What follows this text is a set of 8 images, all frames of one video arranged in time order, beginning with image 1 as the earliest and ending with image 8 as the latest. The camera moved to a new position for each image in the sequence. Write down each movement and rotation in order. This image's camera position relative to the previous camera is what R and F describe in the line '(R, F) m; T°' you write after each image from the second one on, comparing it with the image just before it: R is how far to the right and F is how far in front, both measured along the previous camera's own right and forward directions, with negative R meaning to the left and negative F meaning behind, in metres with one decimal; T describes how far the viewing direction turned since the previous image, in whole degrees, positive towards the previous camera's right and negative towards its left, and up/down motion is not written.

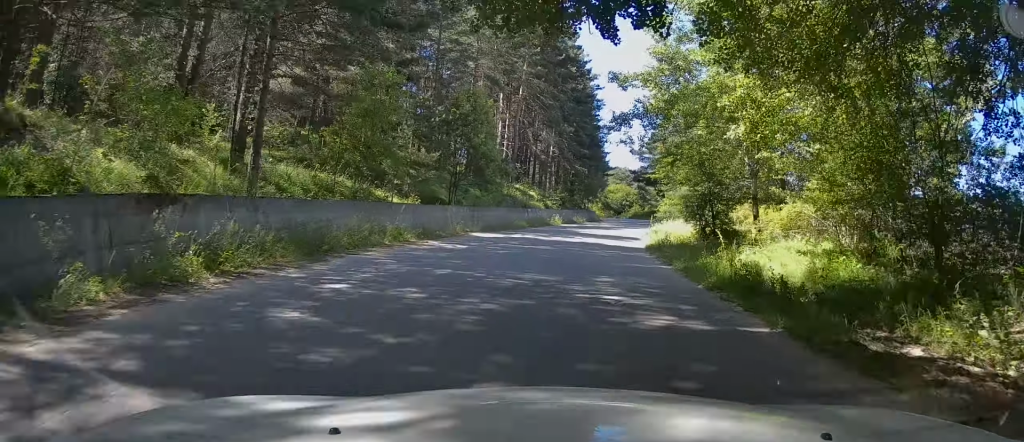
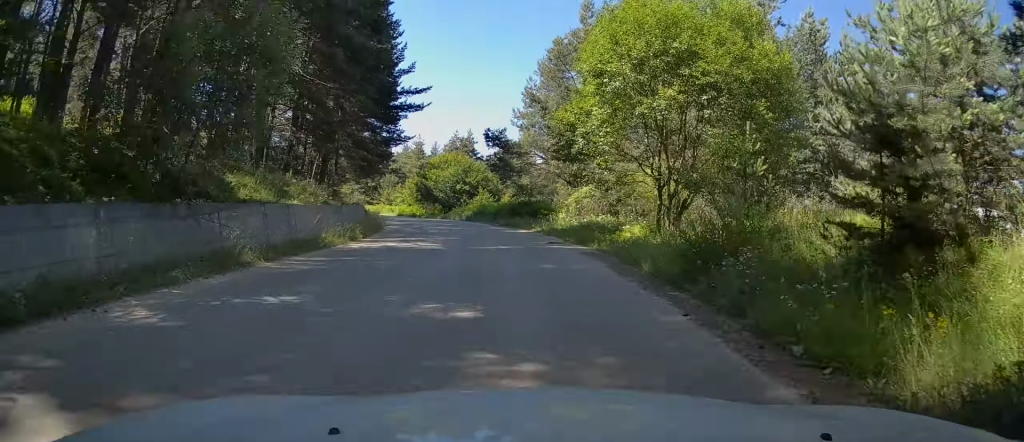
(+8.9, +58.3) m; +11°
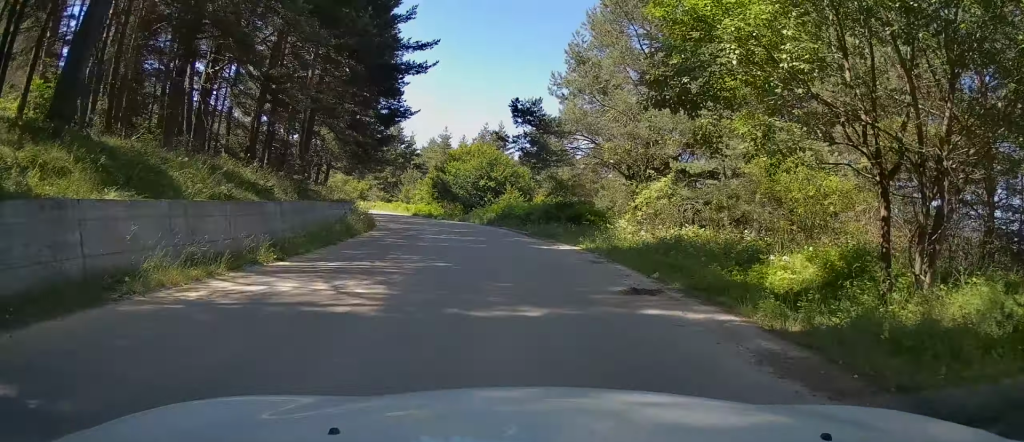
(+0.2, +10.6) m; -2°
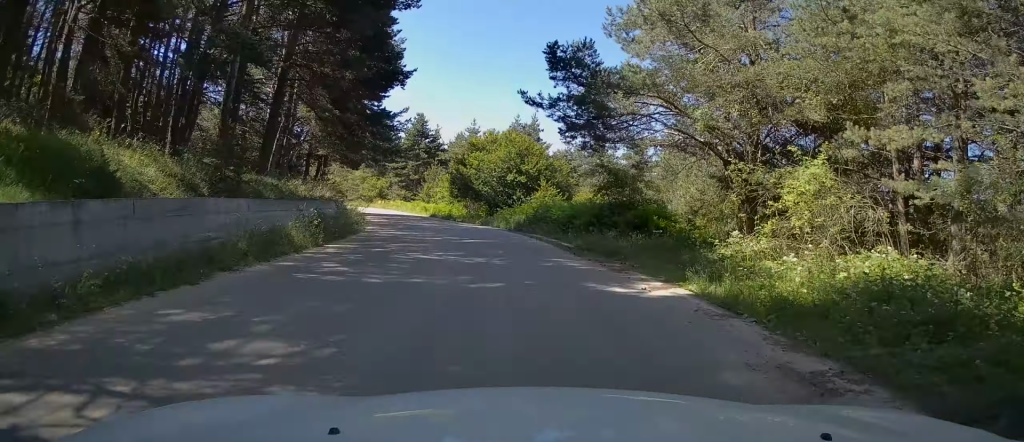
(-0.4, +9.3) m; -3°
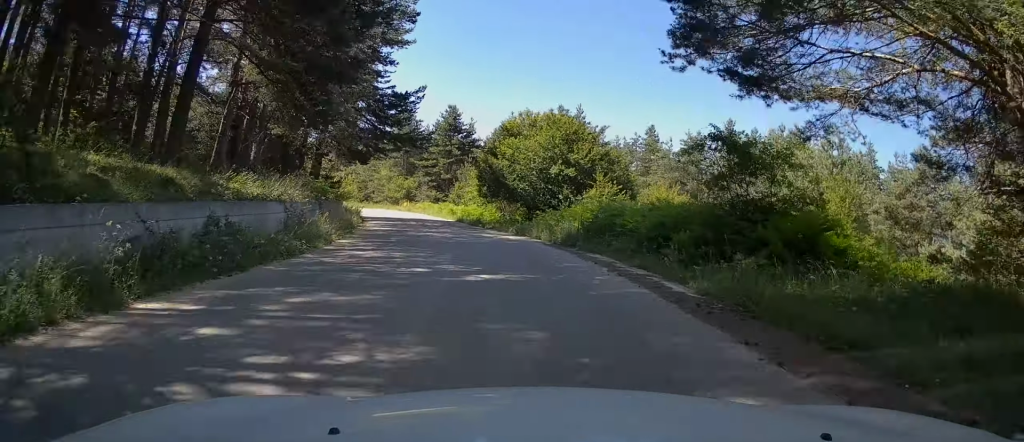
(+0.1, +9.9) m; -4°
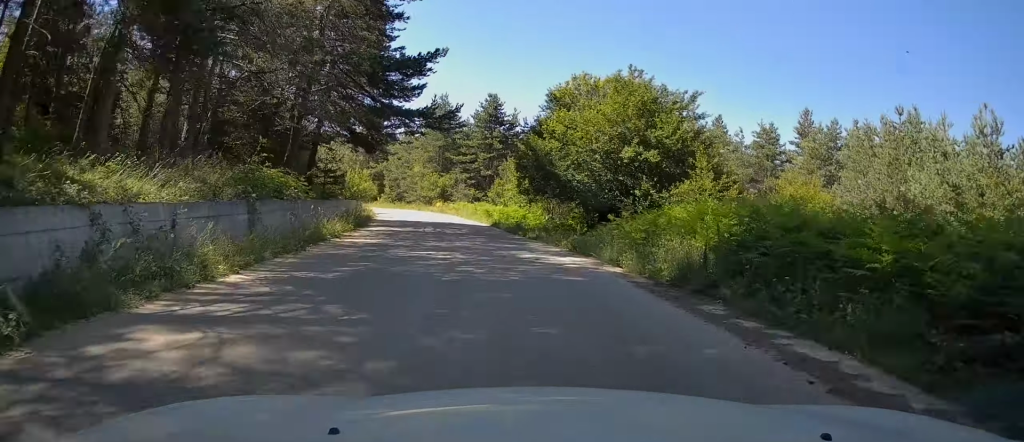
(-0.8, +10.1) m; -3°
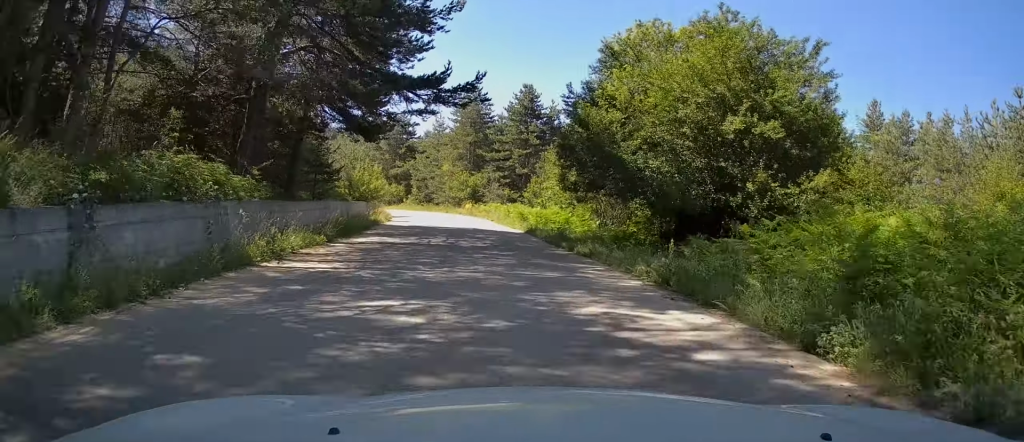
(-0.1, +7.6) m; -3°
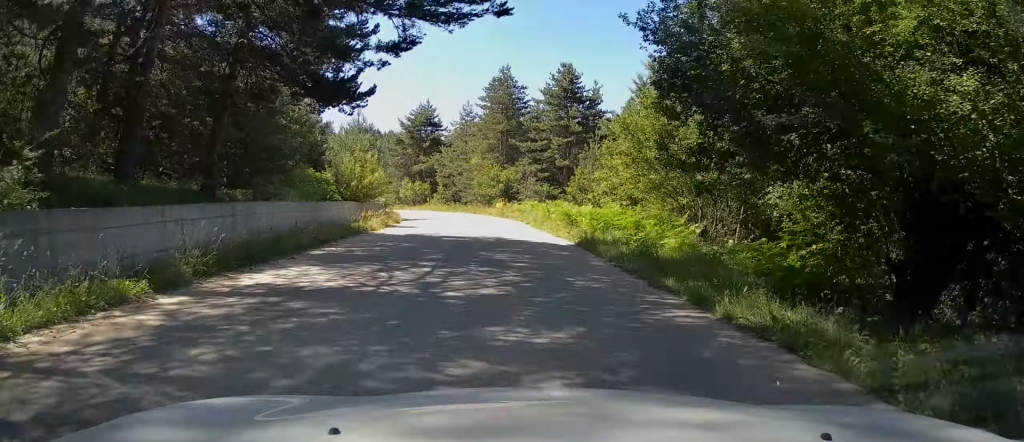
(-0.3, +9.9) m; -3°
